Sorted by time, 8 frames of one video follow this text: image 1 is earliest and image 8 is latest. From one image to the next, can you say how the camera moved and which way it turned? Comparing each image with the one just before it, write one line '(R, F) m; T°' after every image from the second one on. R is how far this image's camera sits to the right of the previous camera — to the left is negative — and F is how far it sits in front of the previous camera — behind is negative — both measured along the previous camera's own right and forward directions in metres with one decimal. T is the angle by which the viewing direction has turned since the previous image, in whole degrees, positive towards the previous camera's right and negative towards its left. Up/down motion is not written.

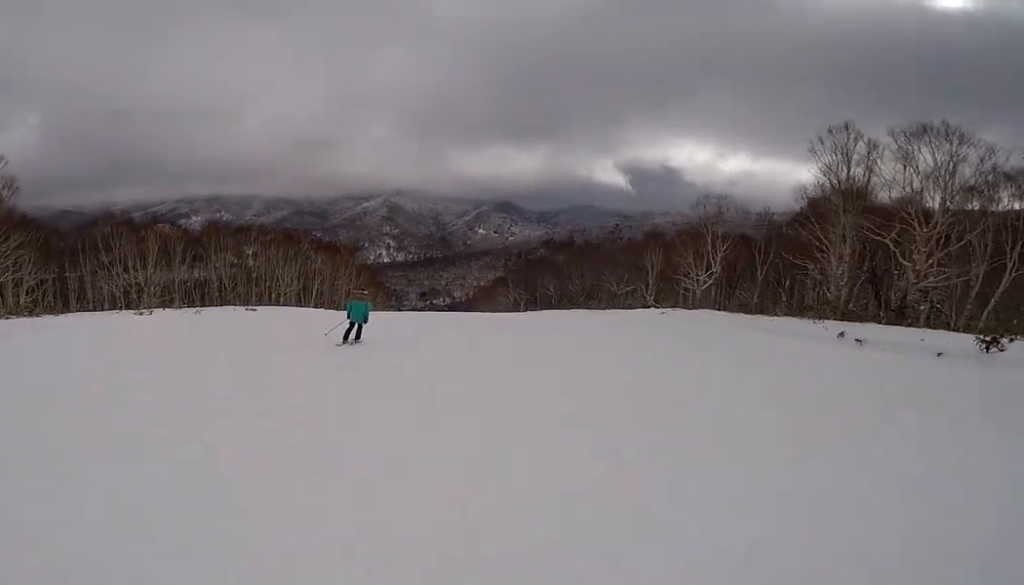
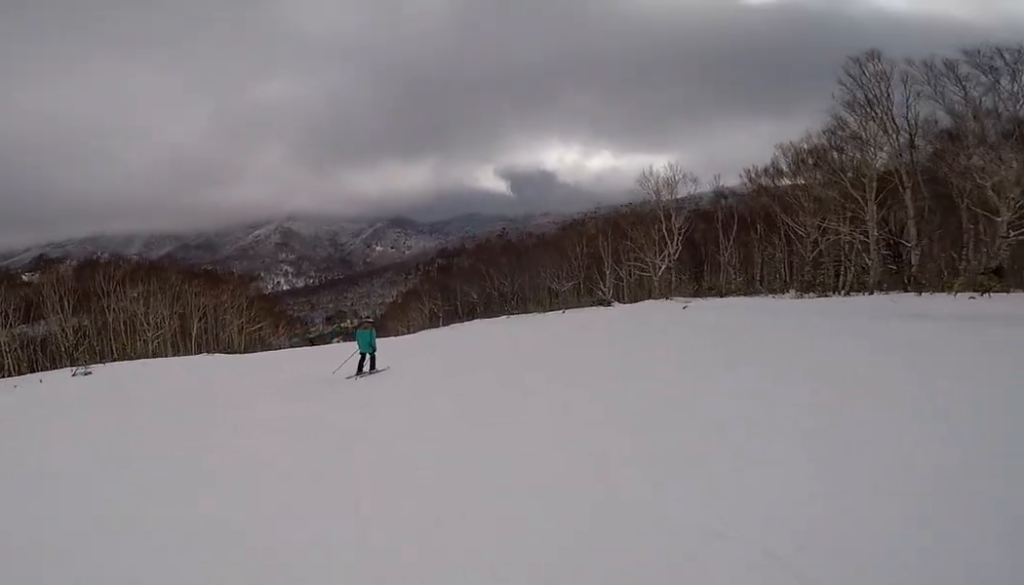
(+1.9, +11.7) m; +25°
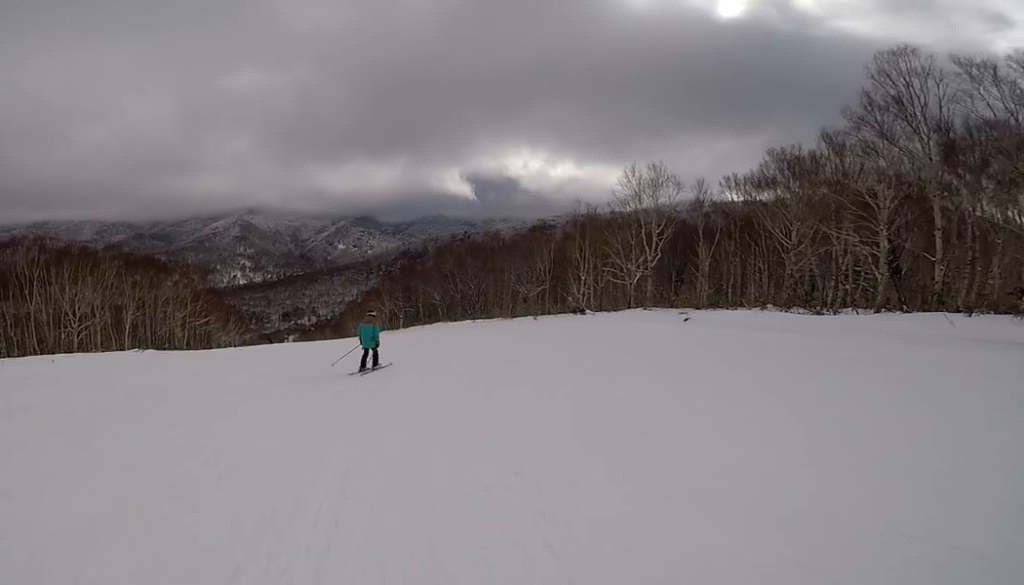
(+0.9, +3.5) m; +9°
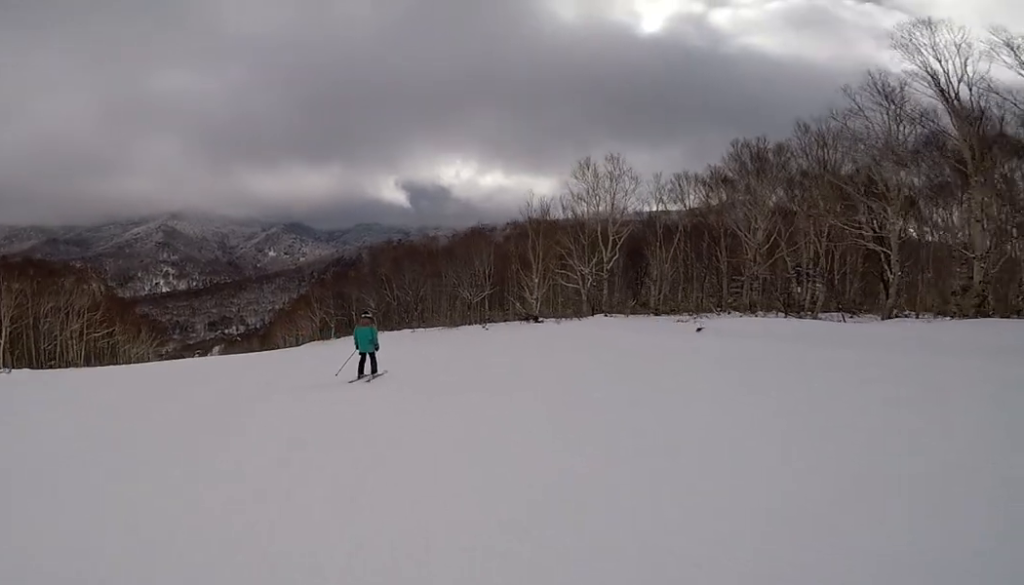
(+1.2, +5.4) m; +5°
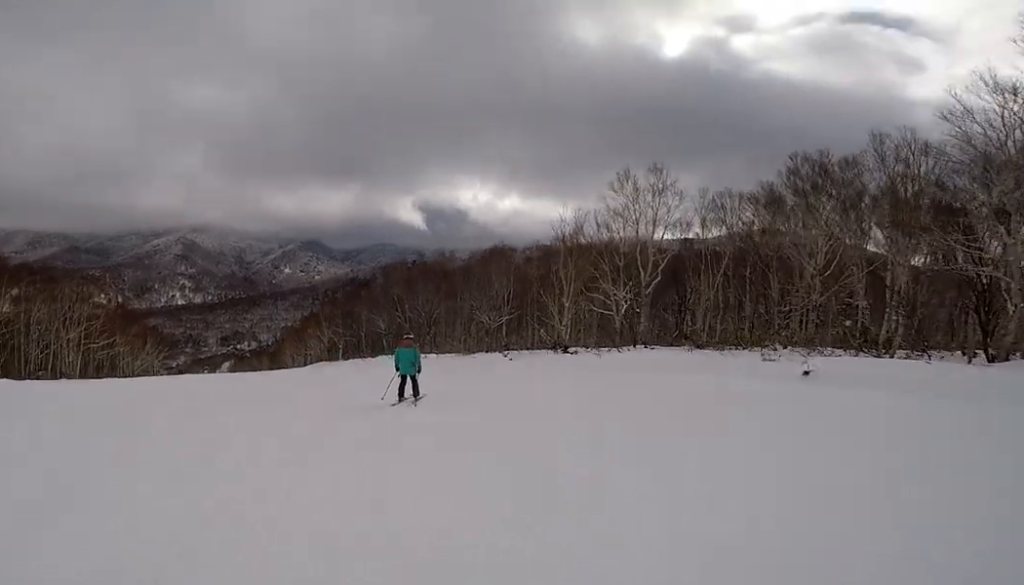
(-0.3, +3.6) m; -8°
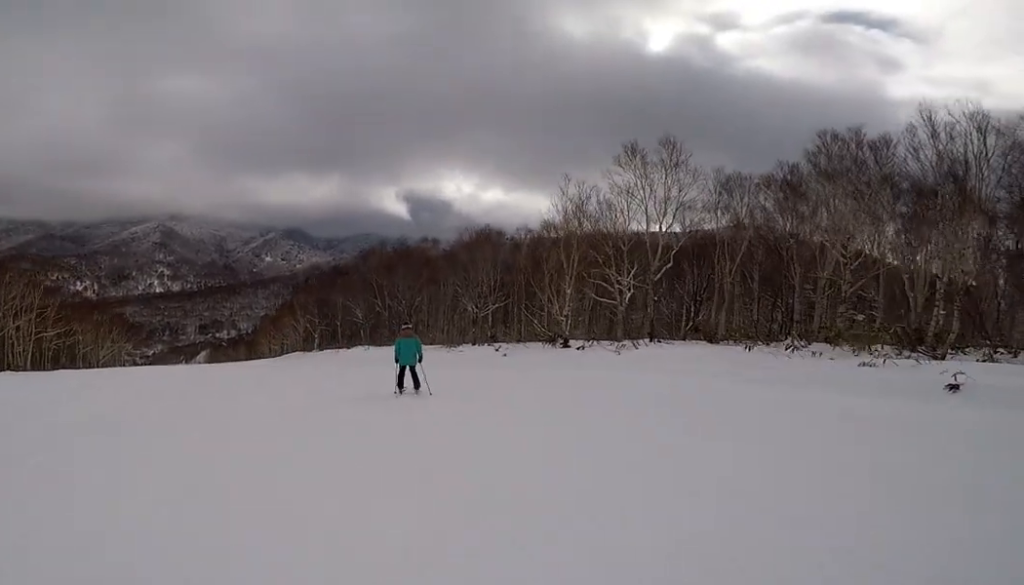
(-0.4, +4.0) m; -9°
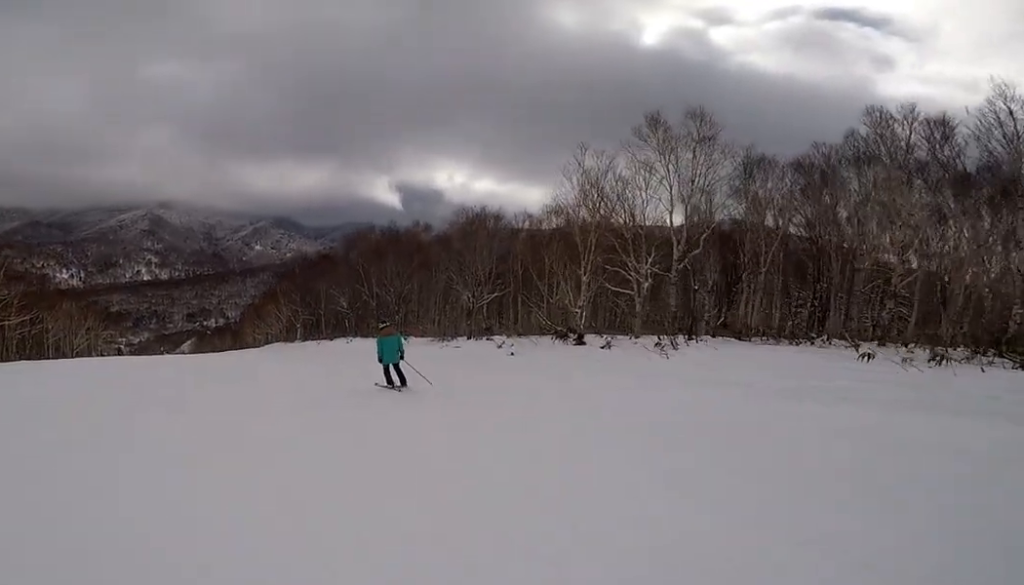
(-0.3, +3.7) m; -8°
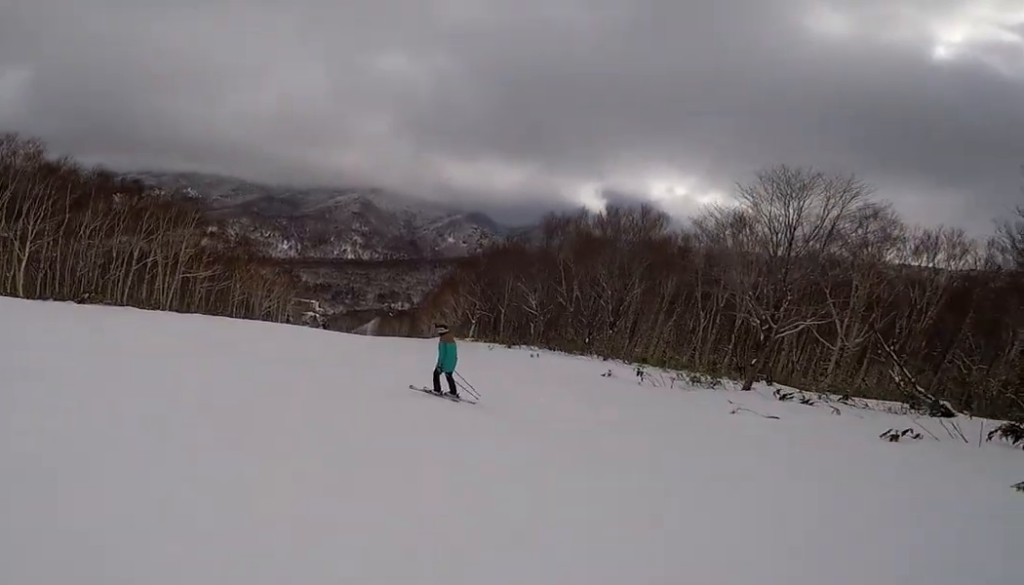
(-1.6, +9.3) m; -20°
